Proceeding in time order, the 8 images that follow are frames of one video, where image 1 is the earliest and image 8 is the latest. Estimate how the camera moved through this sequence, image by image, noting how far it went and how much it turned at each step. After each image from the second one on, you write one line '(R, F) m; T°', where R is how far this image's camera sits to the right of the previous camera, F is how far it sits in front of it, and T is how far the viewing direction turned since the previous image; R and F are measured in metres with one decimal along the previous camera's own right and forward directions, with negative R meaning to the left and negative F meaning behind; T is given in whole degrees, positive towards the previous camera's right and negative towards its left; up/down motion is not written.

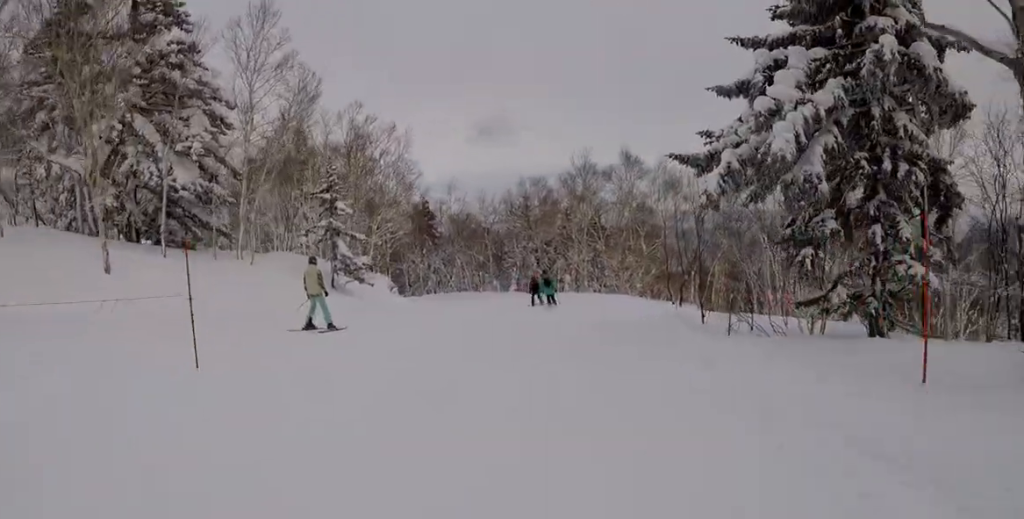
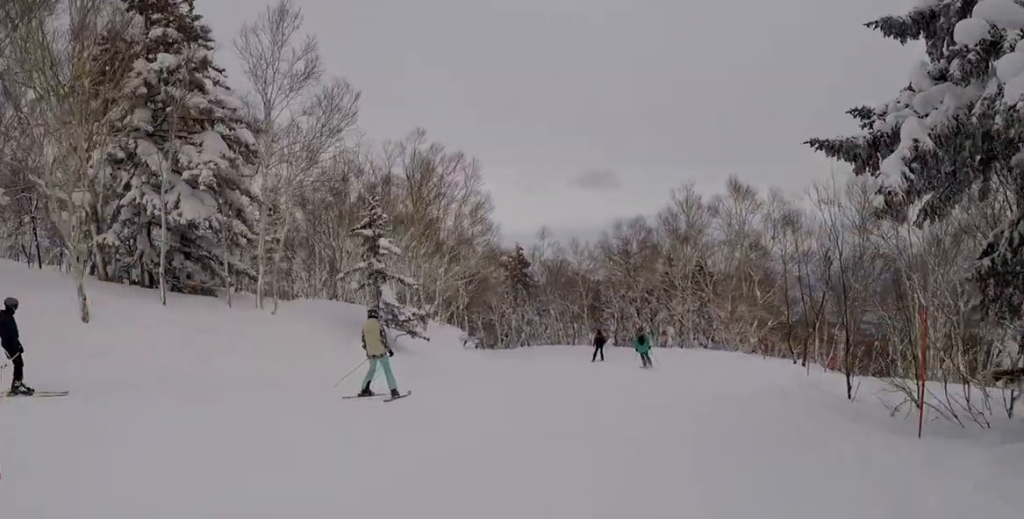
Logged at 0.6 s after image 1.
(+0.7, +5.0) m; 0°
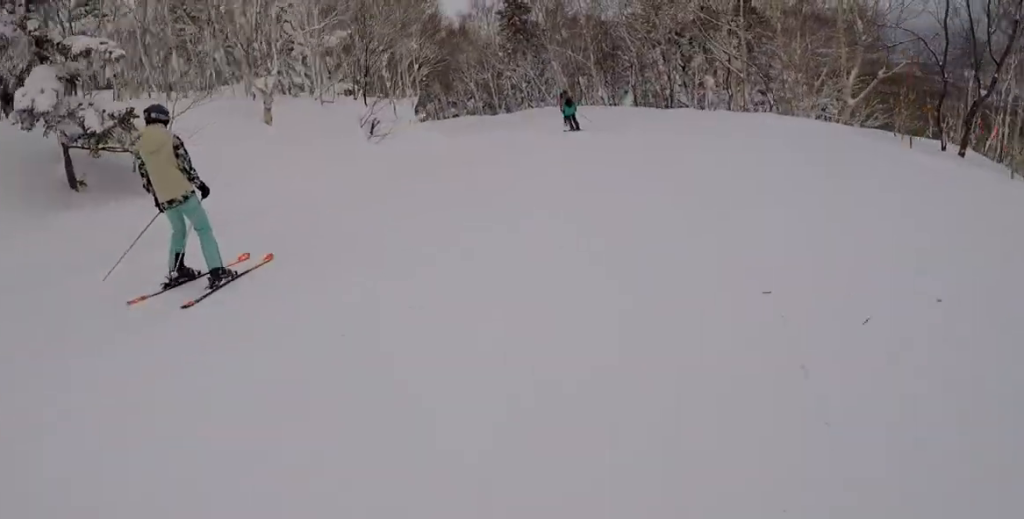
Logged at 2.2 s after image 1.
(-1.6, +13.0) m; -10°
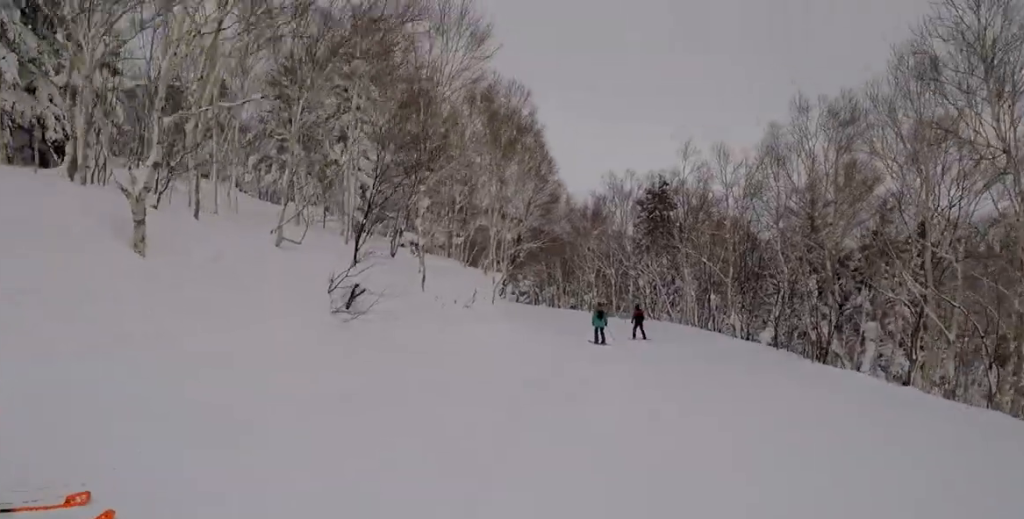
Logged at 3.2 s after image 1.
(-0.3, +8.4) m; -3°
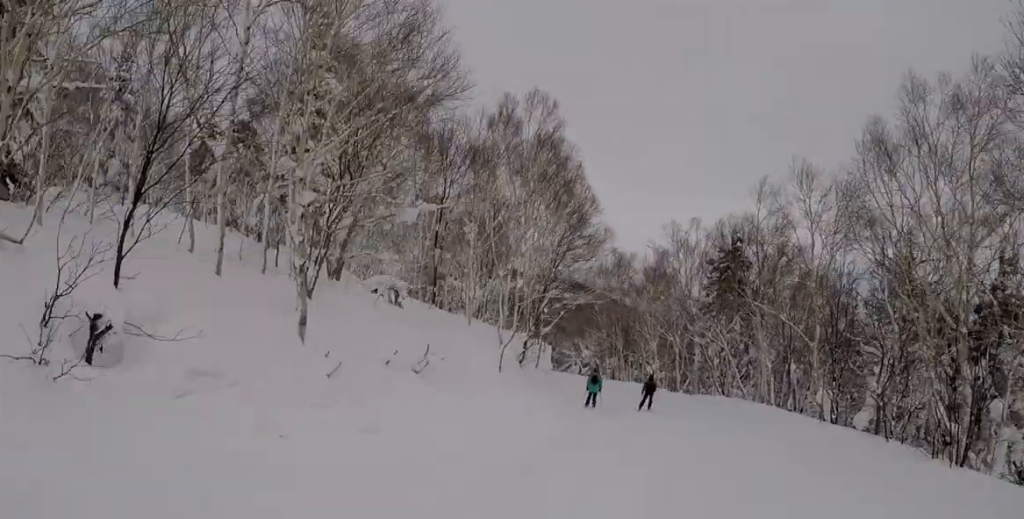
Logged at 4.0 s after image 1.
(-0.2, +7.0) m; -1°
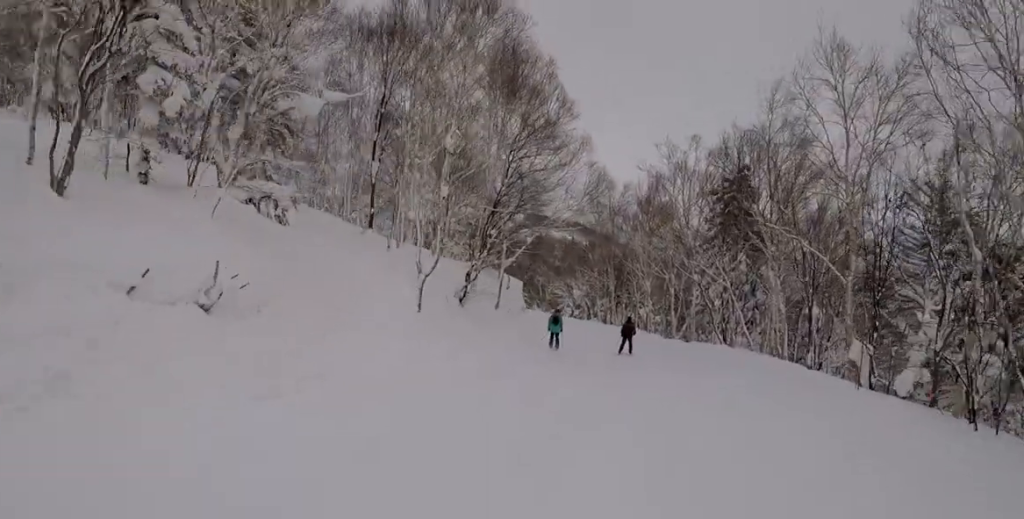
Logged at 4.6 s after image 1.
(+0.5, +5.9) m; -2°
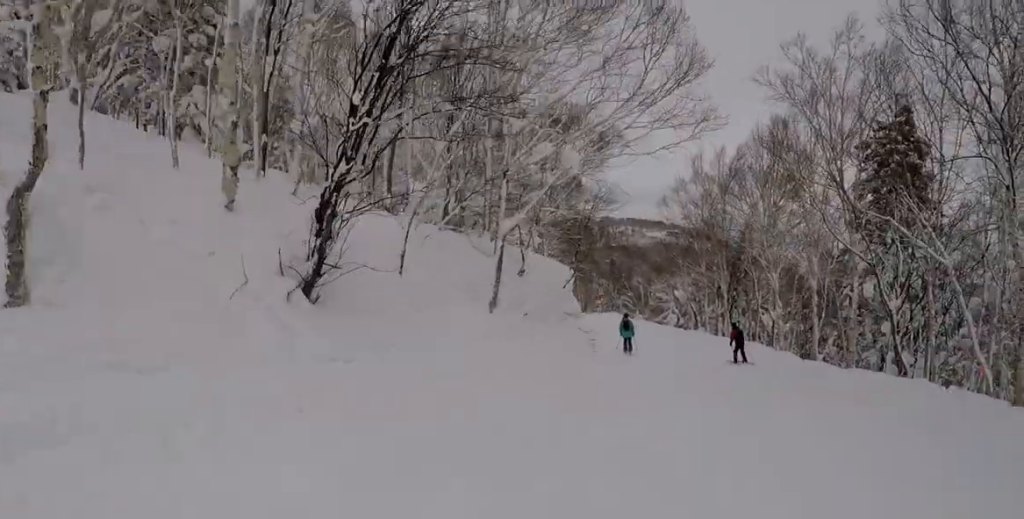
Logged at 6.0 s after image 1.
(-1.8, +12.9) m; -14°
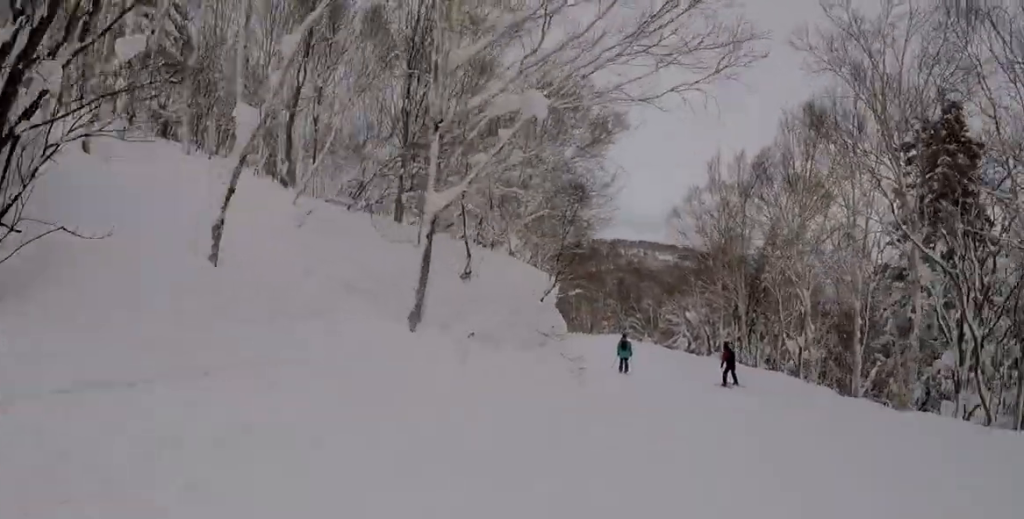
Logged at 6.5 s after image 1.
(-0.1, +4.7) m; -5°
